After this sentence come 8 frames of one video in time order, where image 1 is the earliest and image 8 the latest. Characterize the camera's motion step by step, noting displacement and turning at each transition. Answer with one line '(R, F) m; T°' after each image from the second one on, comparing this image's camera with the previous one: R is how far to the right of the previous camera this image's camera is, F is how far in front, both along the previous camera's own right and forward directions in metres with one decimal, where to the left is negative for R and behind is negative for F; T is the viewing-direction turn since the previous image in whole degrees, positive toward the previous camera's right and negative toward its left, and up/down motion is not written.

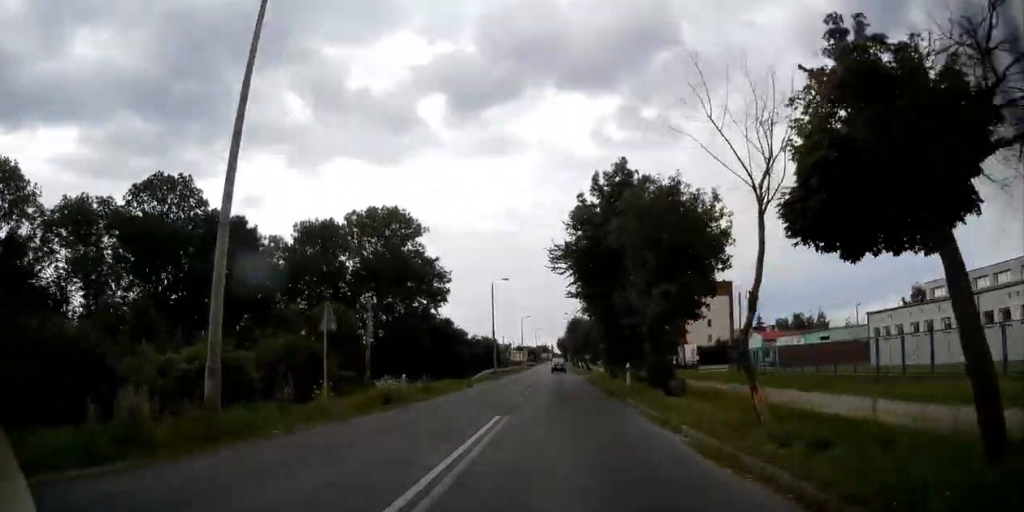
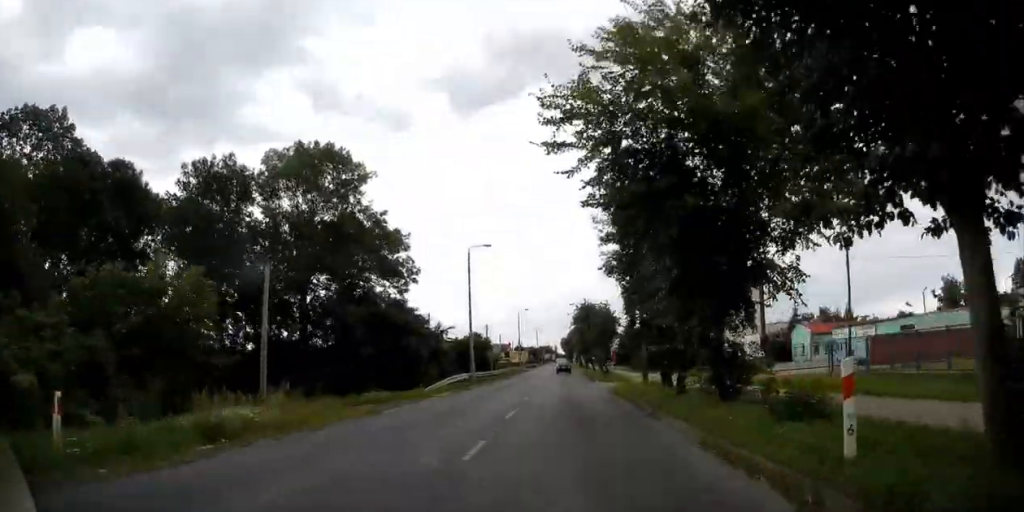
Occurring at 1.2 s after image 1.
(+0.1, +18.0) m; 0°
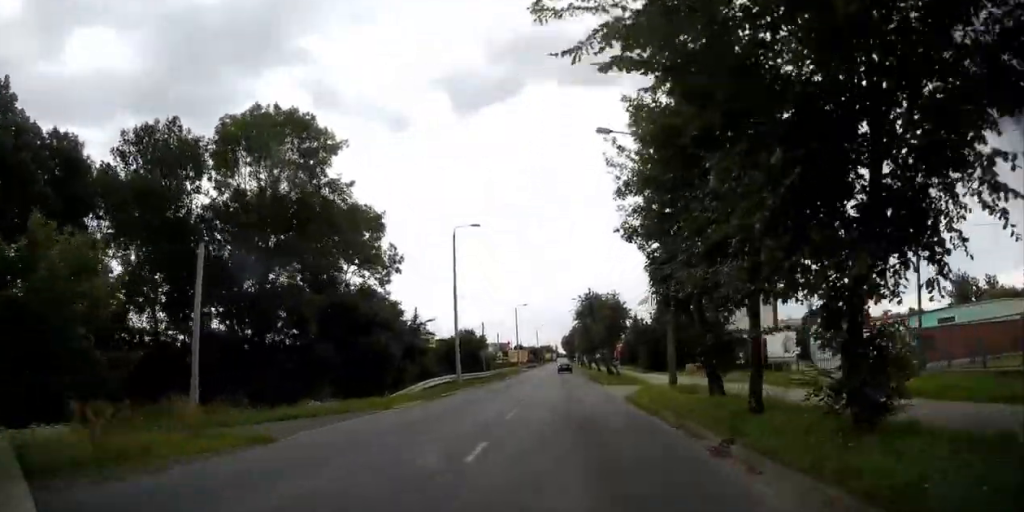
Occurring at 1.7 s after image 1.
(0.0, +6.4) m; 0°
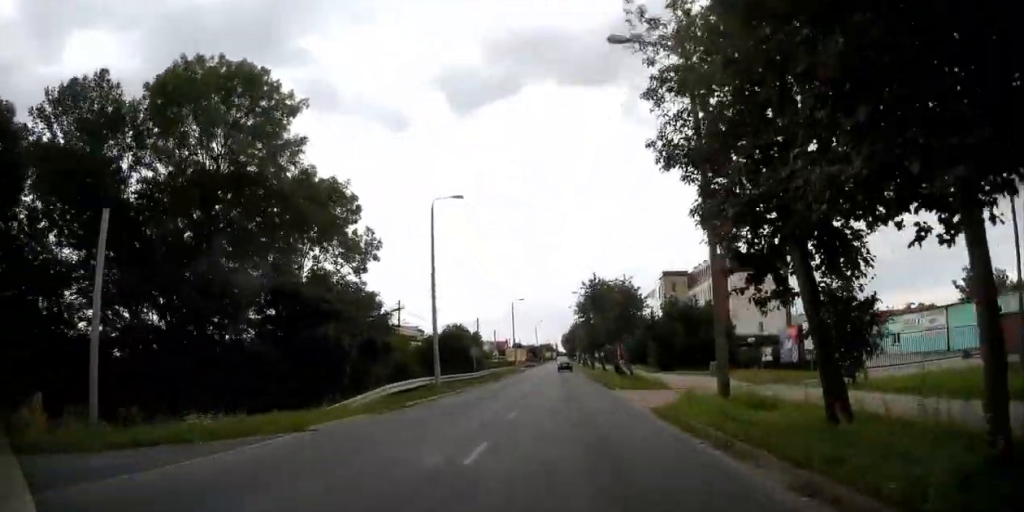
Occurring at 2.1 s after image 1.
(0.0, +6.4) m; 0°
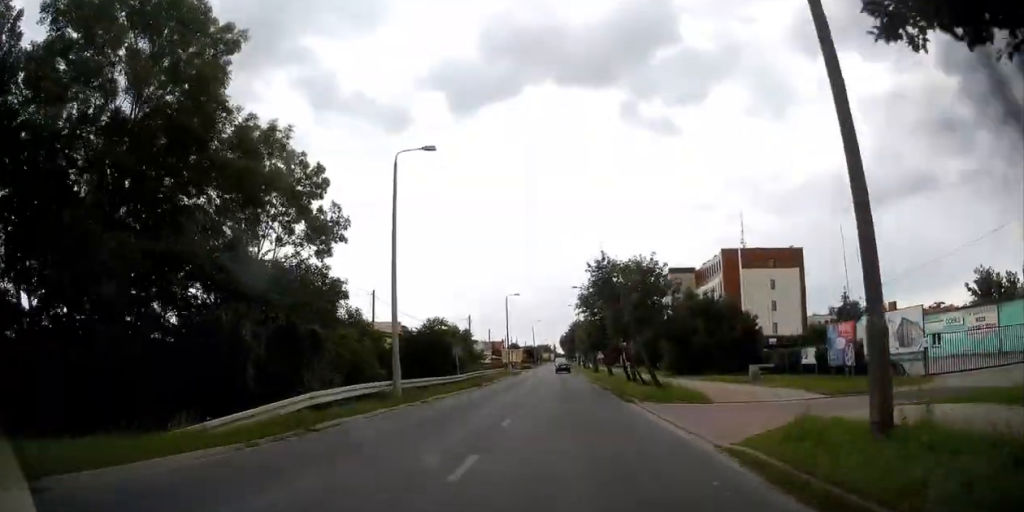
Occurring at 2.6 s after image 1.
(0.0, +6.8) m; 0°
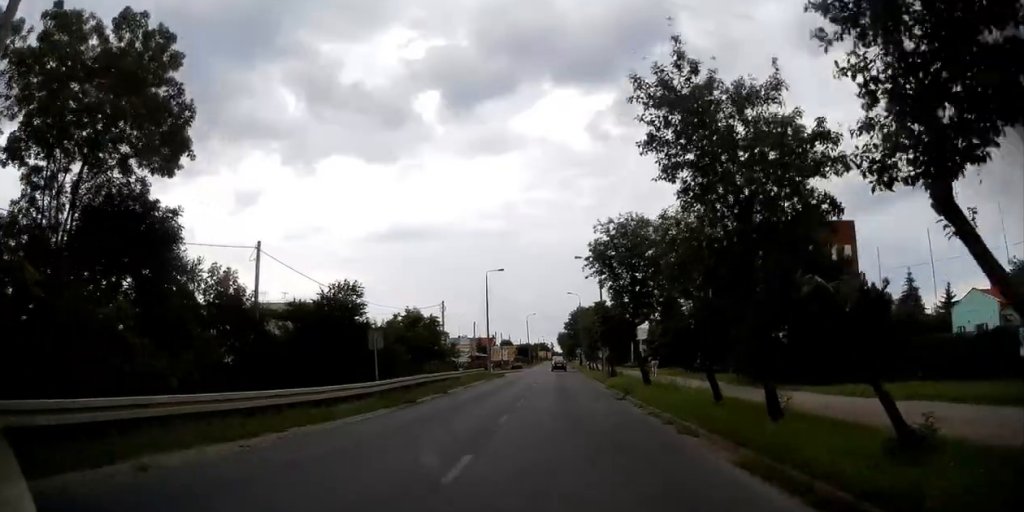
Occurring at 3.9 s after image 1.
(+0.1, +18.8) m; 0°
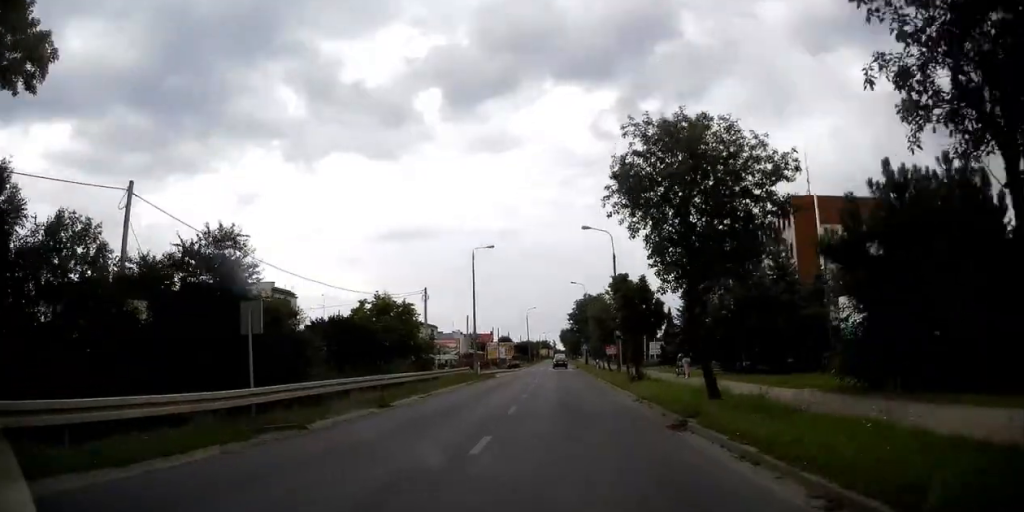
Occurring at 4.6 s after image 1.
(0.0, +10.4) m; 0°
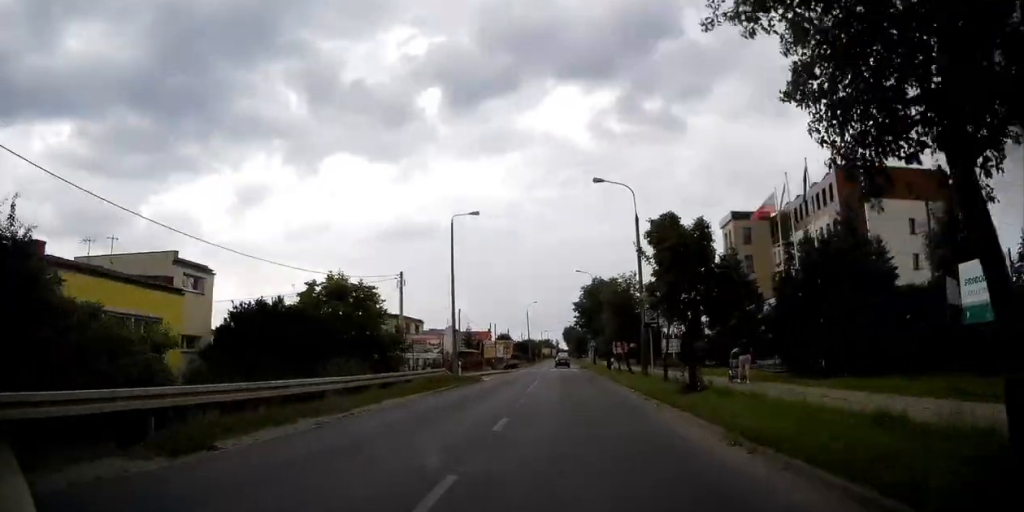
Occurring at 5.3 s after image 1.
(-0.1, +10.3) m; 0°
